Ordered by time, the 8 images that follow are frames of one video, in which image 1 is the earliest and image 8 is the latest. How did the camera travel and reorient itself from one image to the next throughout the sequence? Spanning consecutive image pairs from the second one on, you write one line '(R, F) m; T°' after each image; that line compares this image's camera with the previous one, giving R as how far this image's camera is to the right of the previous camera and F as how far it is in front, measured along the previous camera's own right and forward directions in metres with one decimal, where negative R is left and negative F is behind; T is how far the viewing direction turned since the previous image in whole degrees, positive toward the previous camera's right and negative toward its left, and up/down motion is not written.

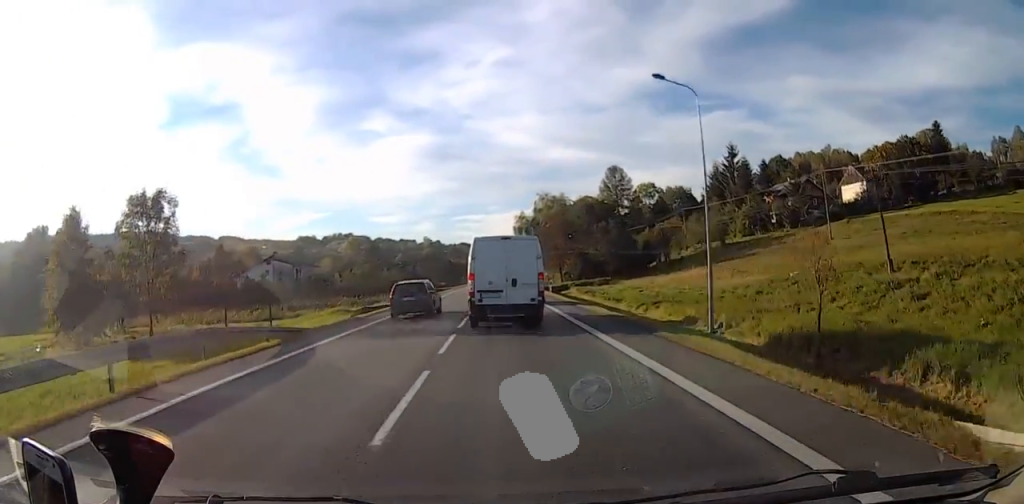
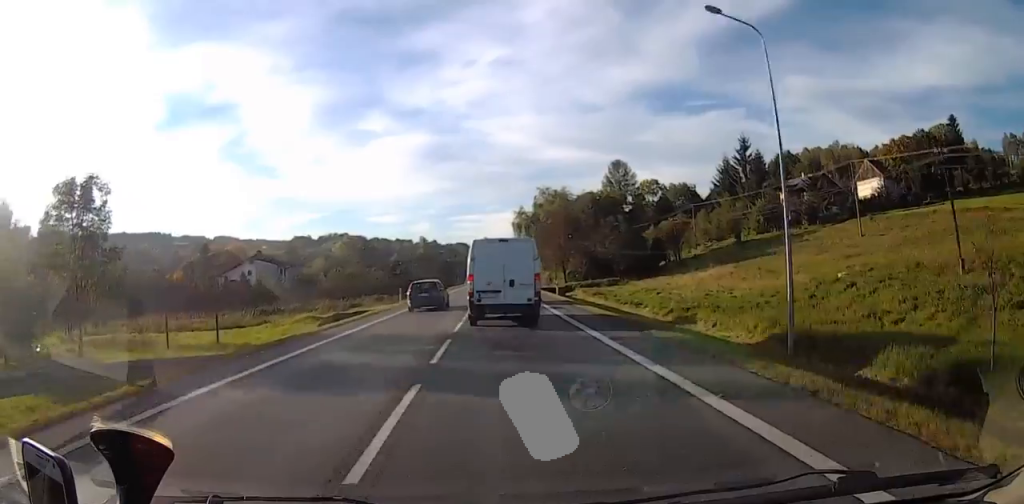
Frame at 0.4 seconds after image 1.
(-0.3, +7.4) m; -1°
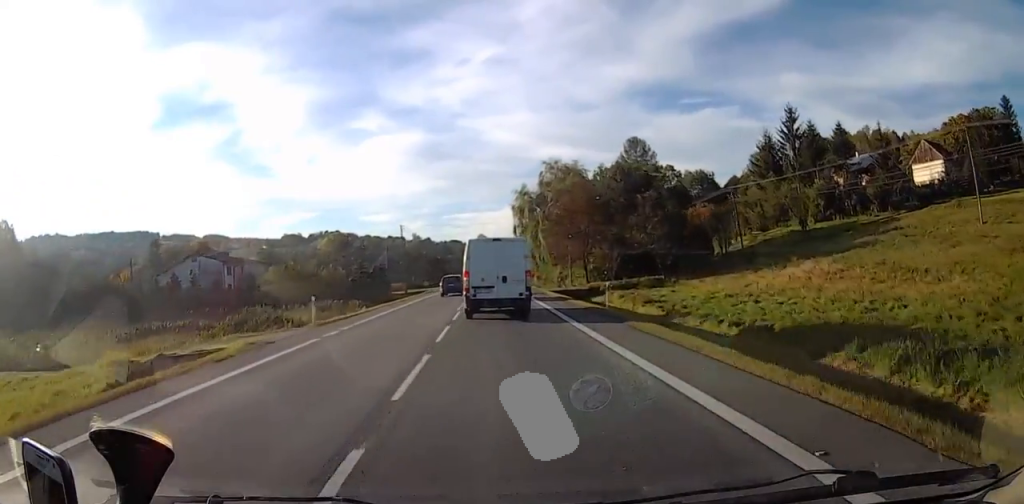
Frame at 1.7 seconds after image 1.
(-0.1, +22.5) m; 0°
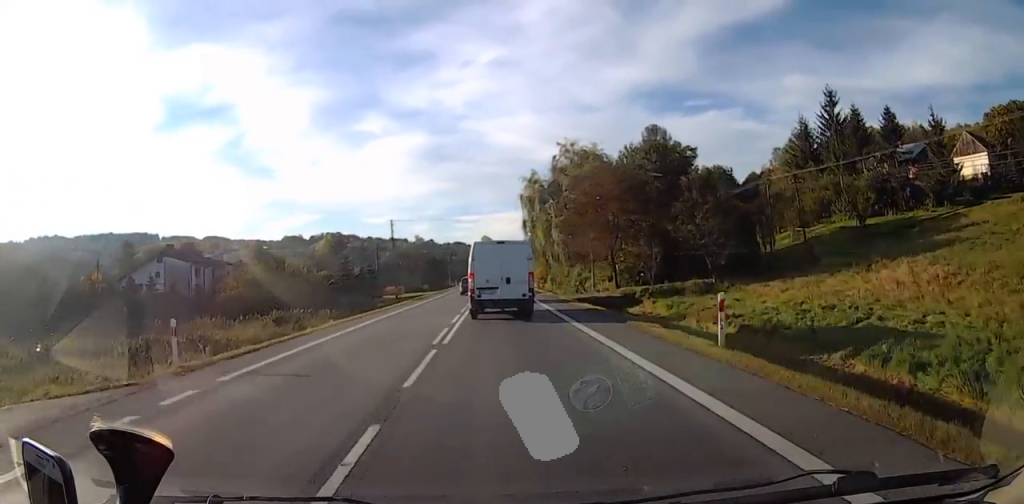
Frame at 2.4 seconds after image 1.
(0.0, +11.5) m; +2°
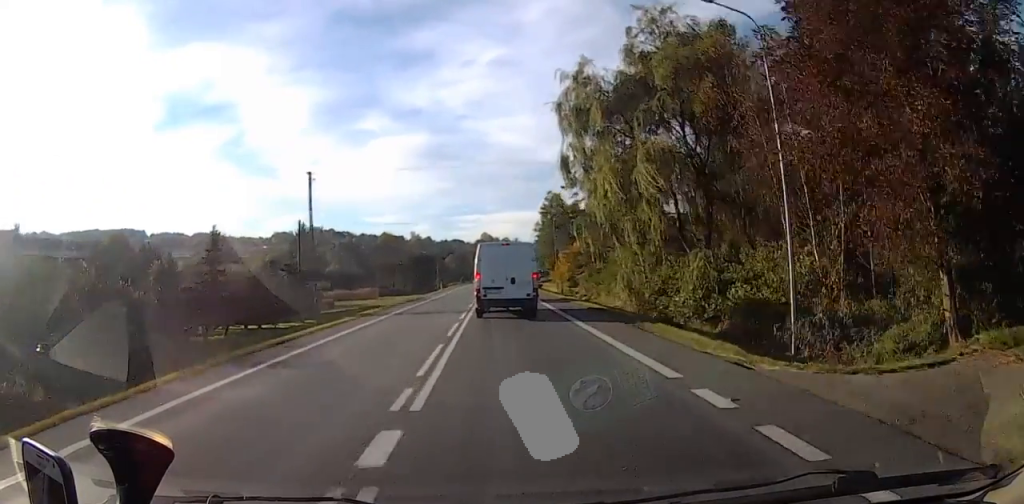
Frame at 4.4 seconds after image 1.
(+0.3, +38.2) m; -2°
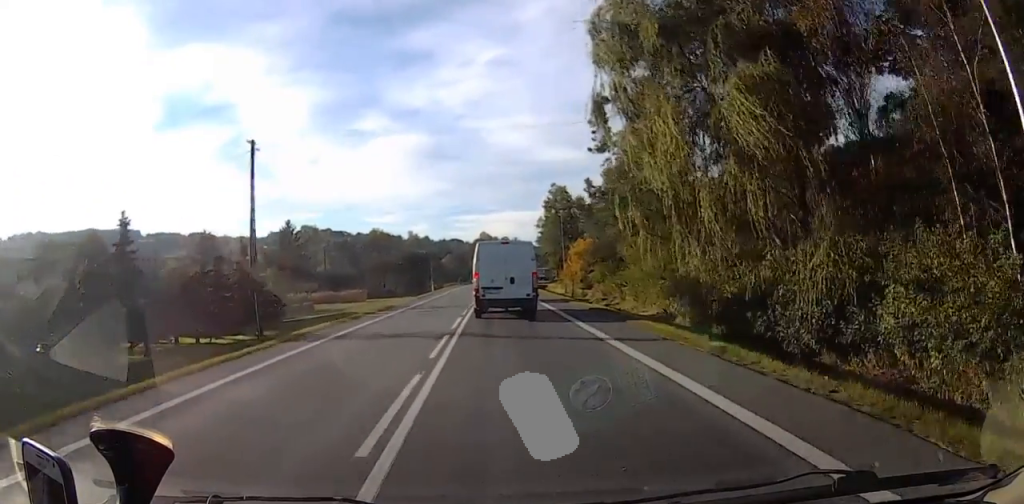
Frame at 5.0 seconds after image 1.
(-0.1, +10.8) m; -1°
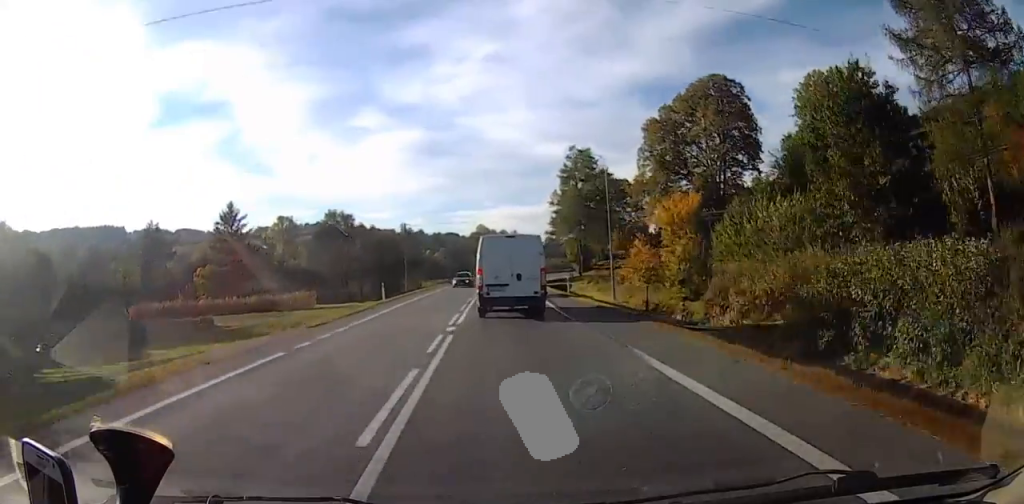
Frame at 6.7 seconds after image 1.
(+0.3, +30.3) m; +2°
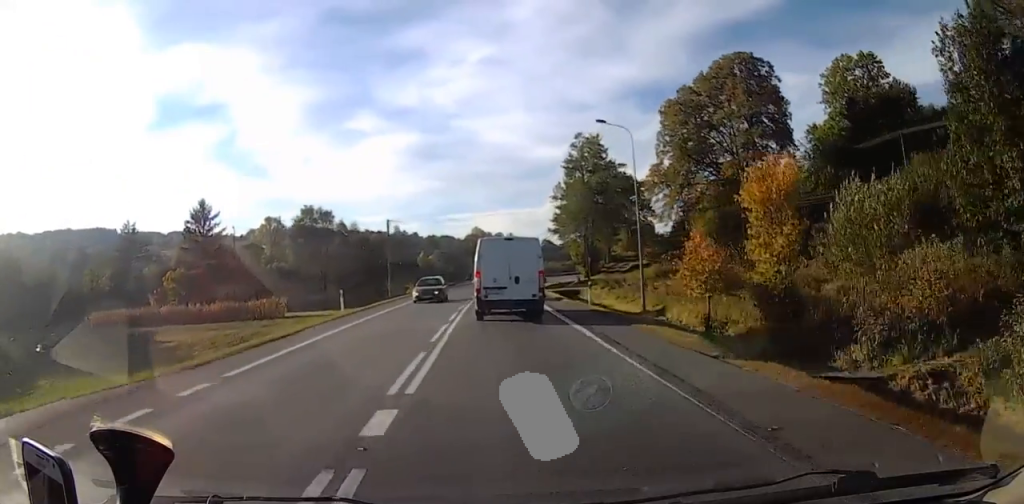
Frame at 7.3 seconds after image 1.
(+0.2, +11.2) m; +1°
